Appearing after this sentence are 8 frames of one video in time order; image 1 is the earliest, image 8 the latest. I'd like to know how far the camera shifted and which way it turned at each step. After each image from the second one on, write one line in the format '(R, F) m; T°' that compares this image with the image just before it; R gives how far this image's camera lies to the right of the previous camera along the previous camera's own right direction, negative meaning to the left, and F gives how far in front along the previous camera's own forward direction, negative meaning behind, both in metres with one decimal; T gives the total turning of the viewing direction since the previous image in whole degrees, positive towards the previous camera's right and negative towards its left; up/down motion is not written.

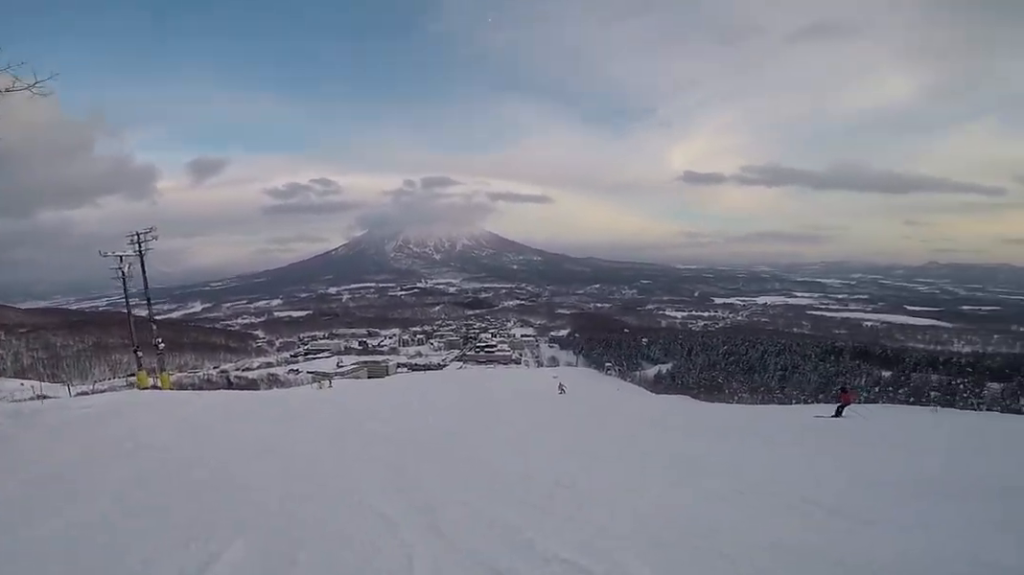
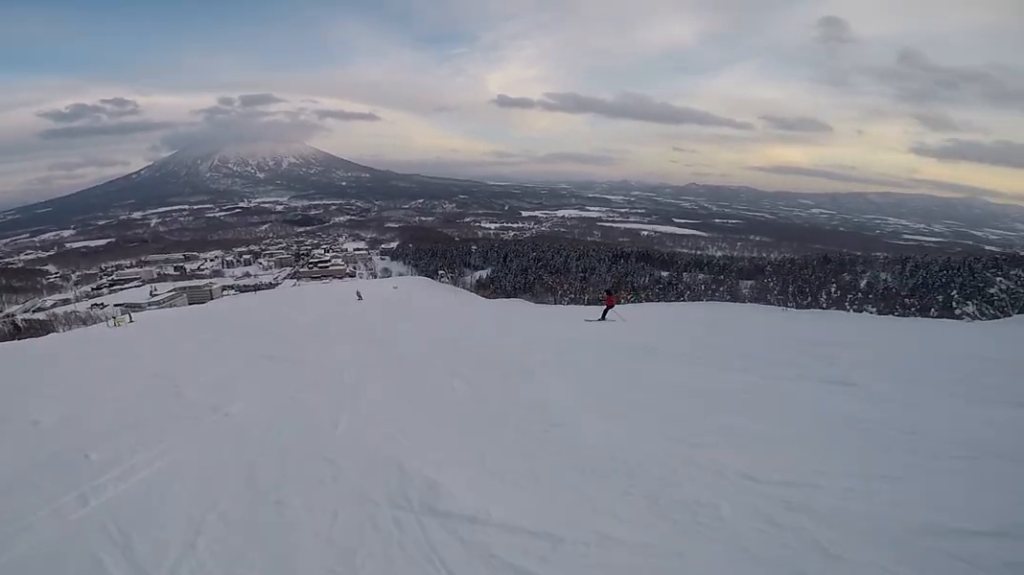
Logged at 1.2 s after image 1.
(+1.2, +6.5) m; +20°
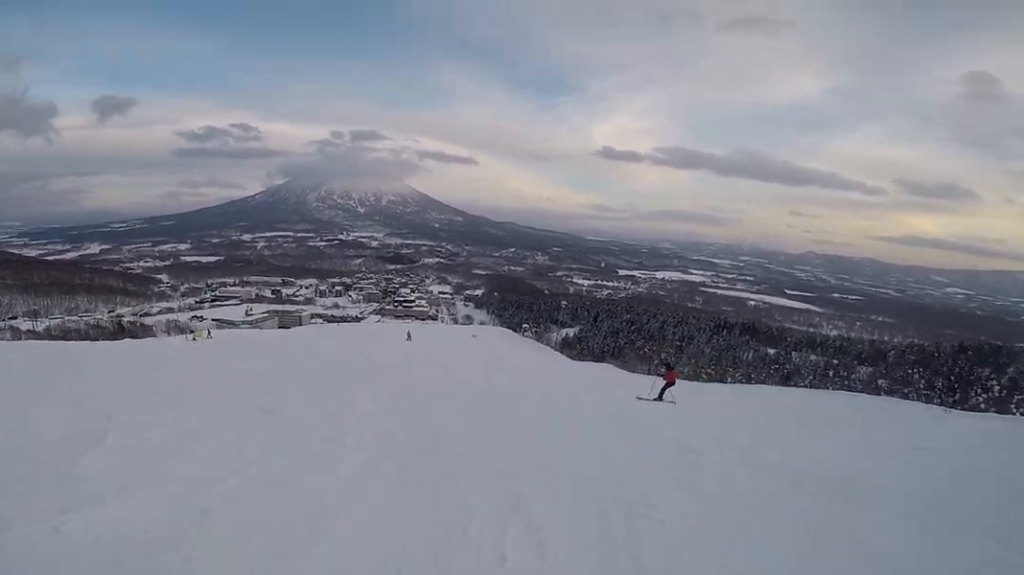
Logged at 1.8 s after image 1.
(+0.3, +3.4) m; -1°
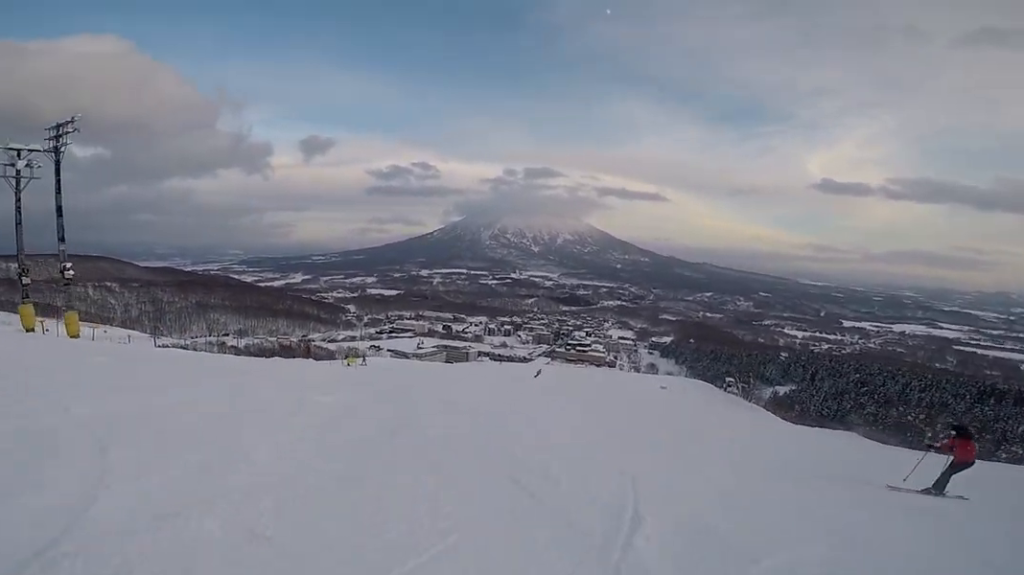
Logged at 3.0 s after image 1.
(-0.9, +6.2) m; -19°
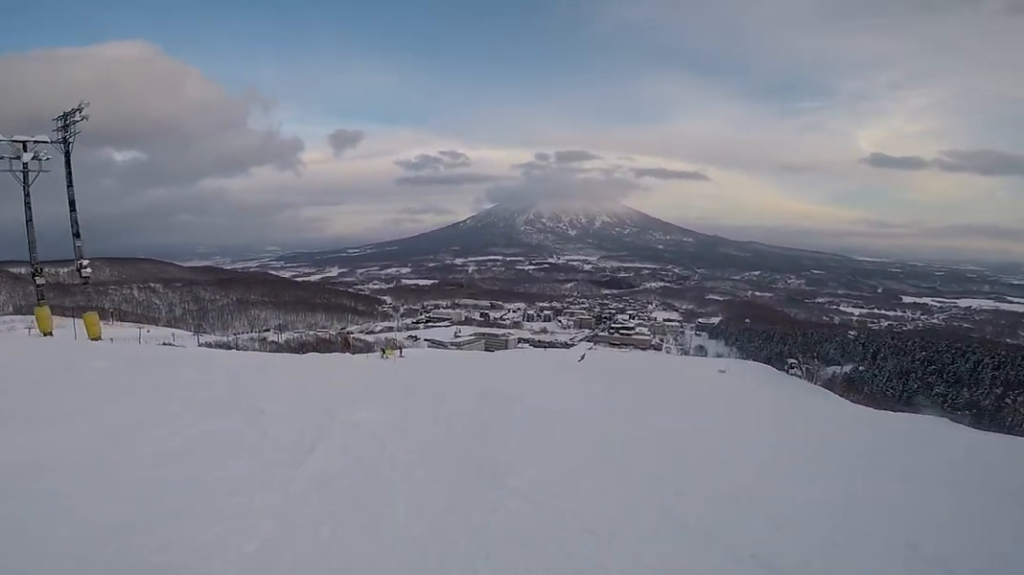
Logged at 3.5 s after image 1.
(-0.3, +2.6) m; -7°
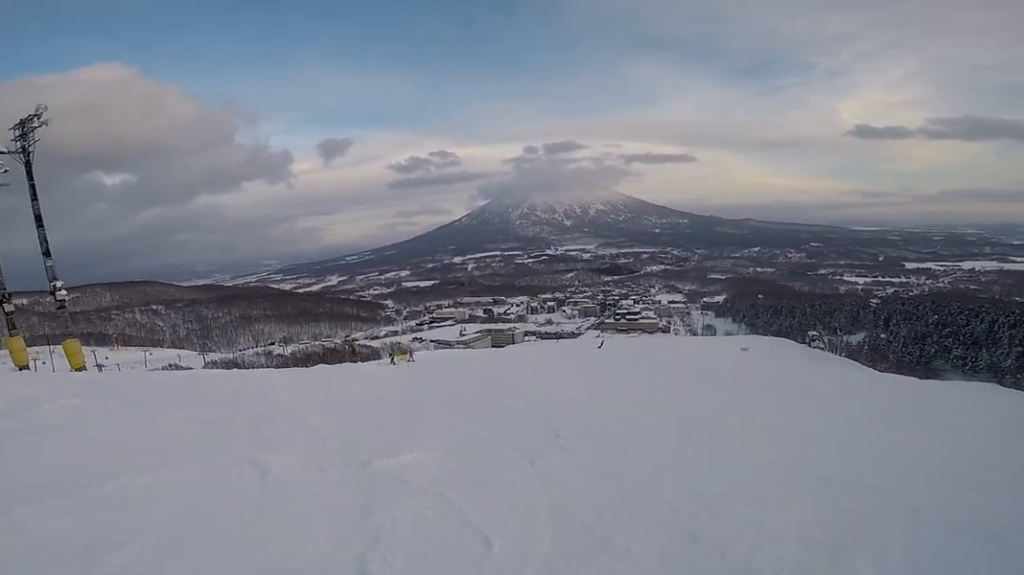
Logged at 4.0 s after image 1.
(-0.1, +2.8) m; +8°
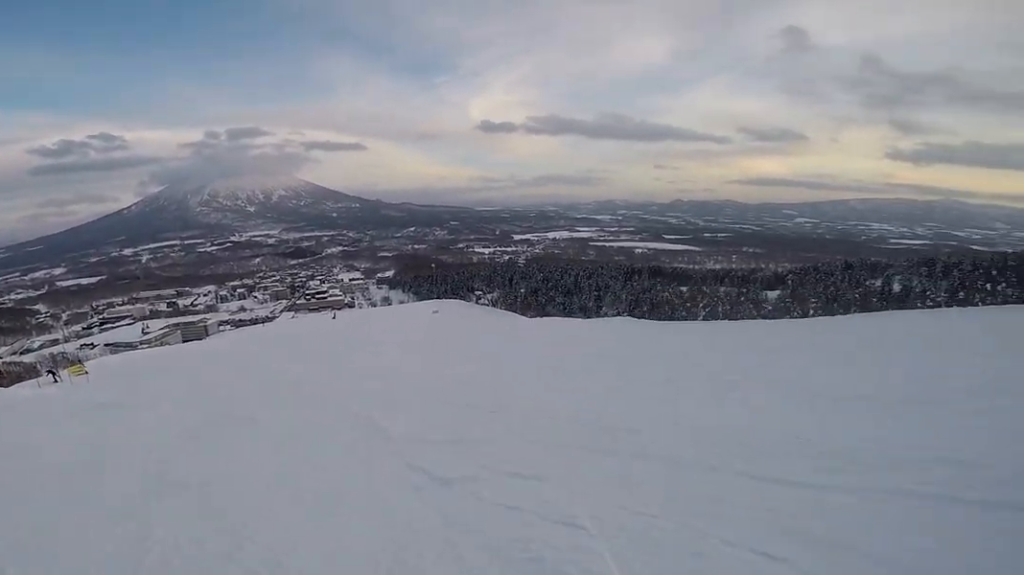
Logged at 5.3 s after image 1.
(+1.4, +6.9) m; +21°
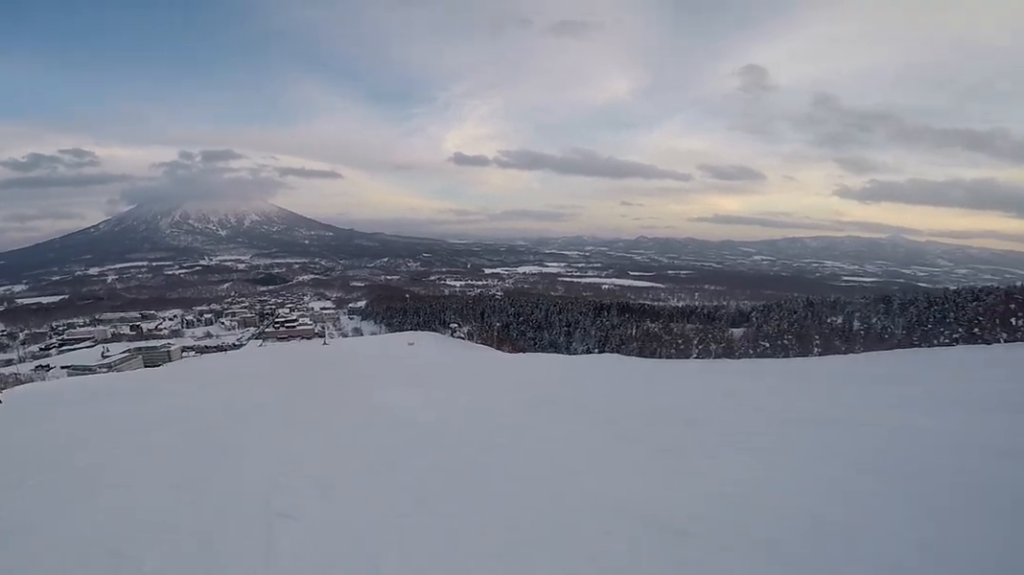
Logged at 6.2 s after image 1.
(+0.3, +5.3) m; +2°
